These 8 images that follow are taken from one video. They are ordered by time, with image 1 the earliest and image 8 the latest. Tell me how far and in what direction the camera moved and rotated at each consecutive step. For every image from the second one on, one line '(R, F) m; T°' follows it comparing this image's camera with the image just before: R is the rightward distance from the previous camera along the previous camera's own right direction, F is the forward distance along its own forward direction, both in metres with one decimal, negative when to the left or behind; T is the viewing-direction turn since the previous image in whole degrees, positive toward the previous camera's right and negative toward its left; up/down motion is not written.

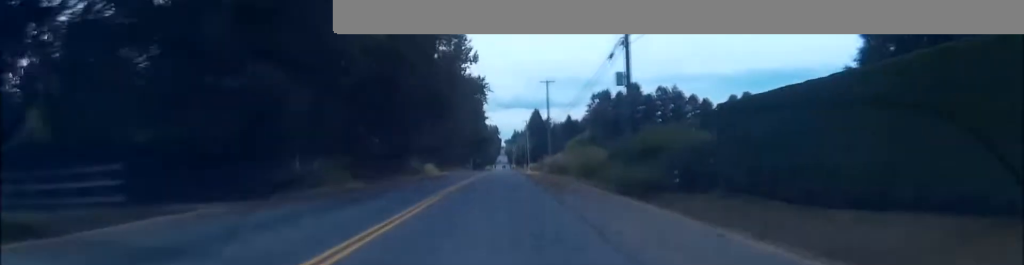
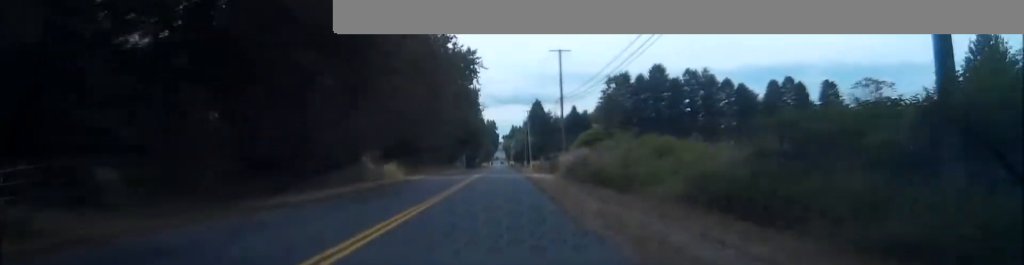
(-0.2, +26.7) m; 0°
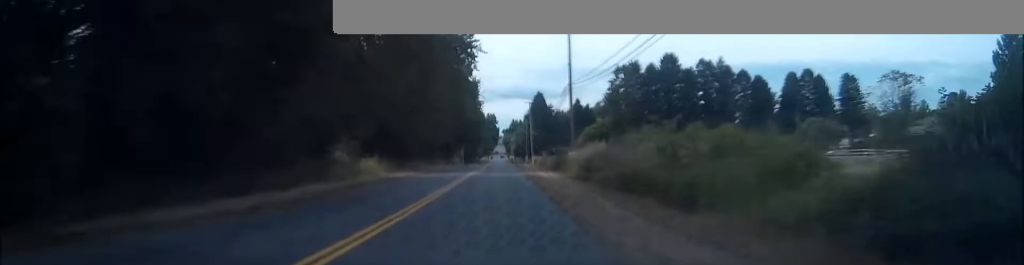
(+0.1, +8.9) m; +1°
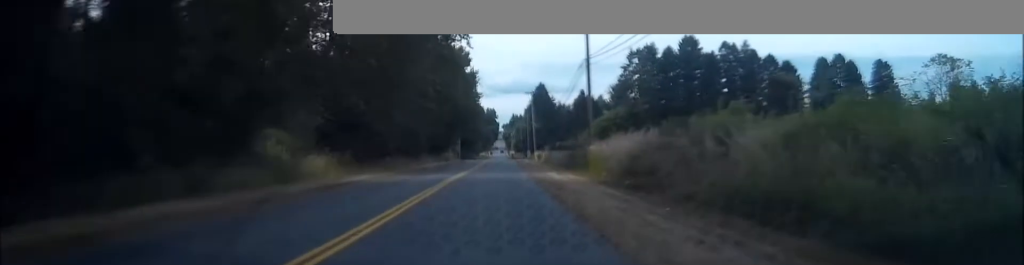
(+0.1, +13.4) m; 0°
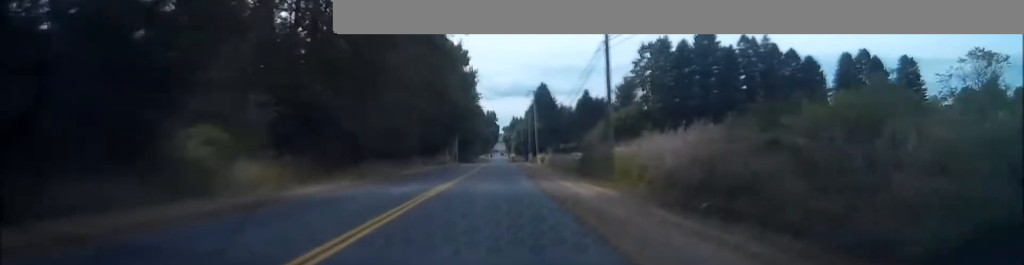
(+0.1, +9.0) m; 0°
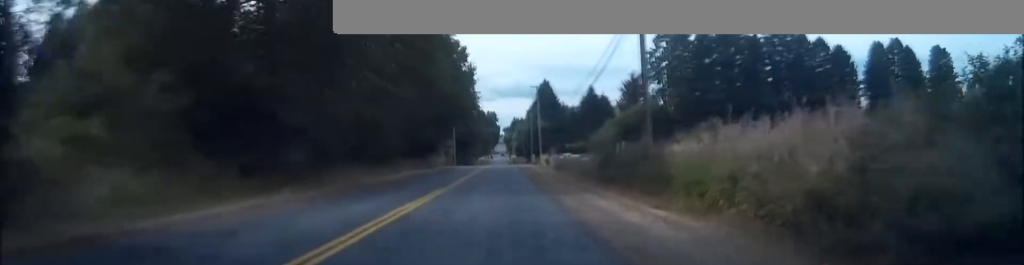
(-0.1, +10.2) m; 0°
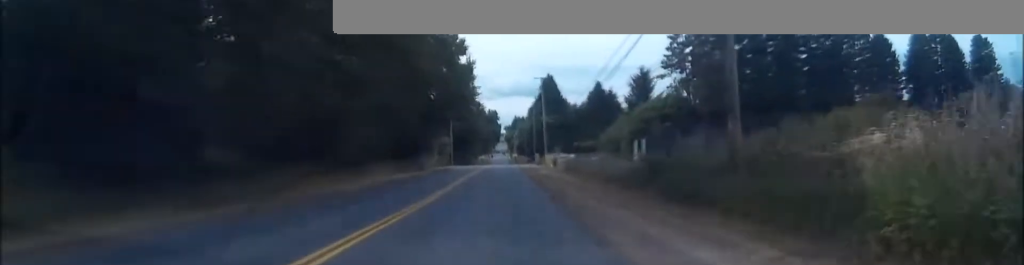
(0.0, +11.3) m; 0°
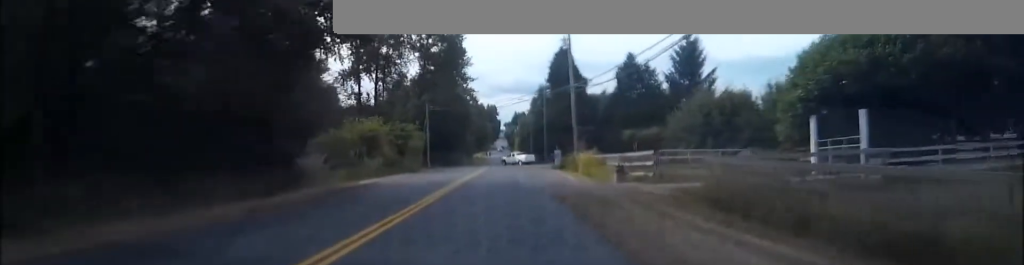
(+0.2, +43.7) m; 0°
